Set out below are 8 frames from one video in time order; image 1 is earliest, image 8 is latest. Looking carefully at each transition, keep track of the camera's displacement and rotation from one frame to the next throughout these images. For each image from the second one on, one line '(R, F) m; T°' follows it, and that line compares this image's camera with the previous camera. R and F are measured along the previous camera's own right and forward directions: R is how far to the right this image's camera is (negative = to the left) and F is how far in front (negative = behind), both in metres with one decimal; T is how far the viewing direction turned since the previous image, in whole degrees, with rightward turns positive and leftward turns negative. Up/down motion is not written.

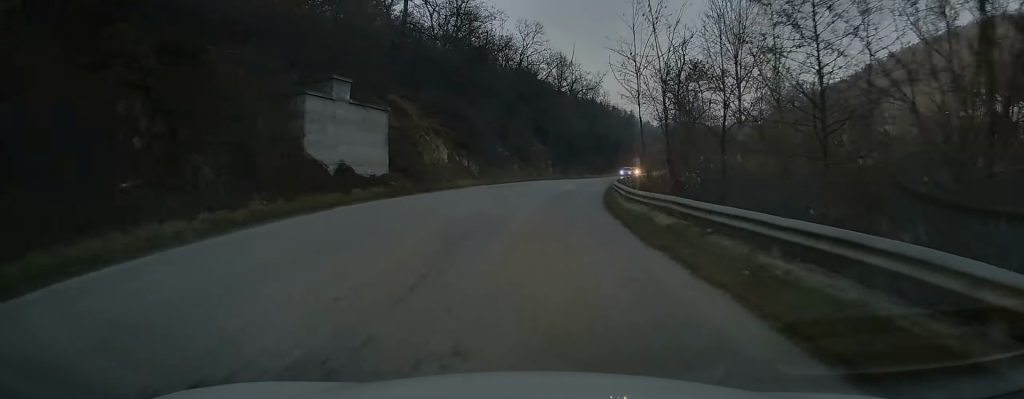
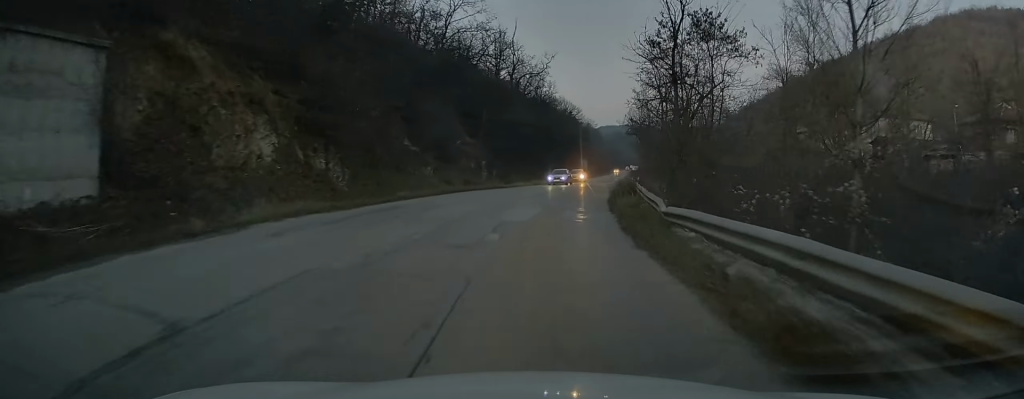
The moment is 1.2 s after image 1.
(+0.9, +21.9) m; +5°
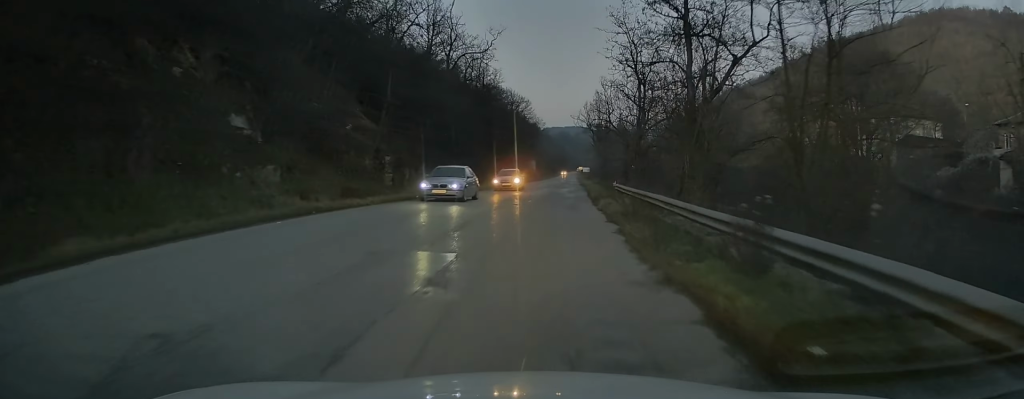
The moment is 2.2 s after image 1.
(+0.5, +17.0) m; +3°
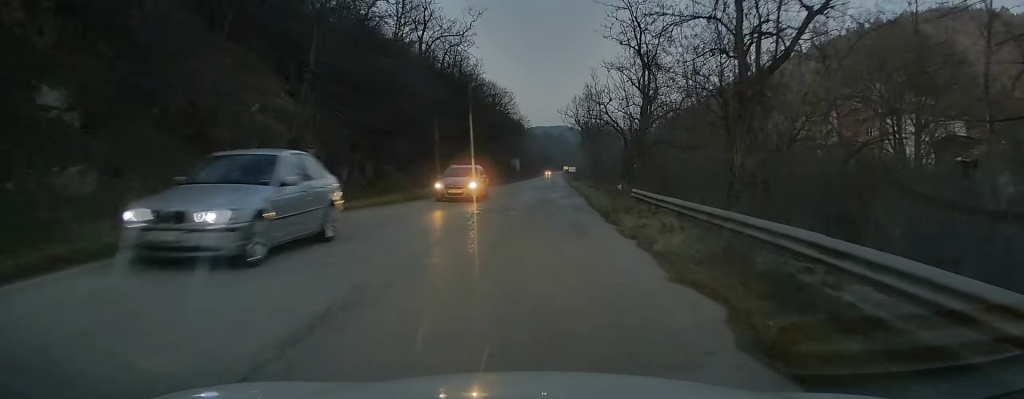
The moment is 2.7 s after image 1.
(+0.1, +9.1) m; +1°
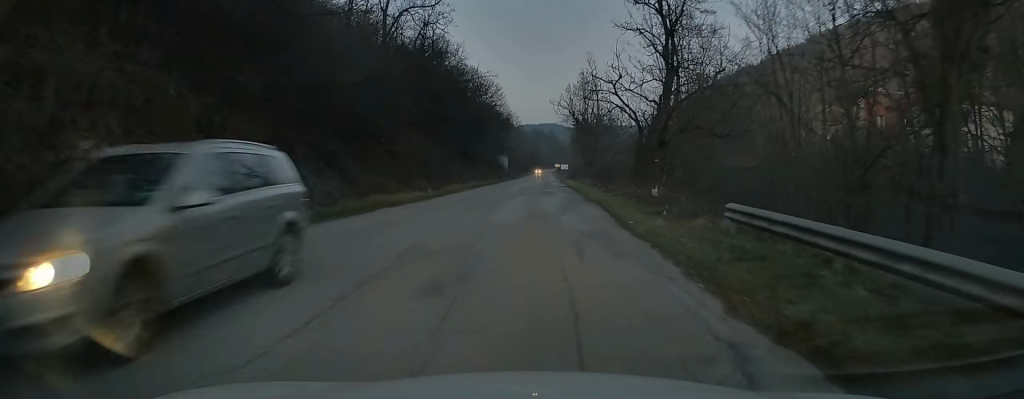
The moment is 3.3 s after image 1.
(+0.2, +11.6) m; +1°
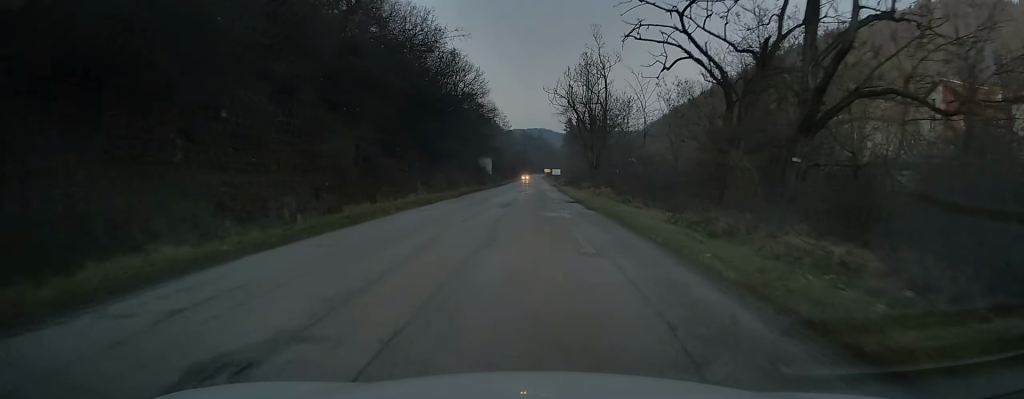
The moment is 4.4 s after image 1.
(+0.2, +20.2) m; +1°
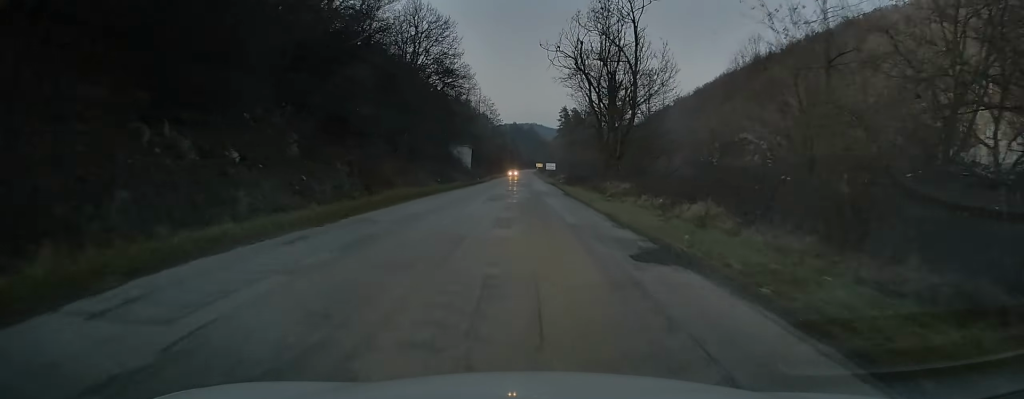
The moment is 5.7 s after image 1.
(+0.1, +24.0) m; +1°
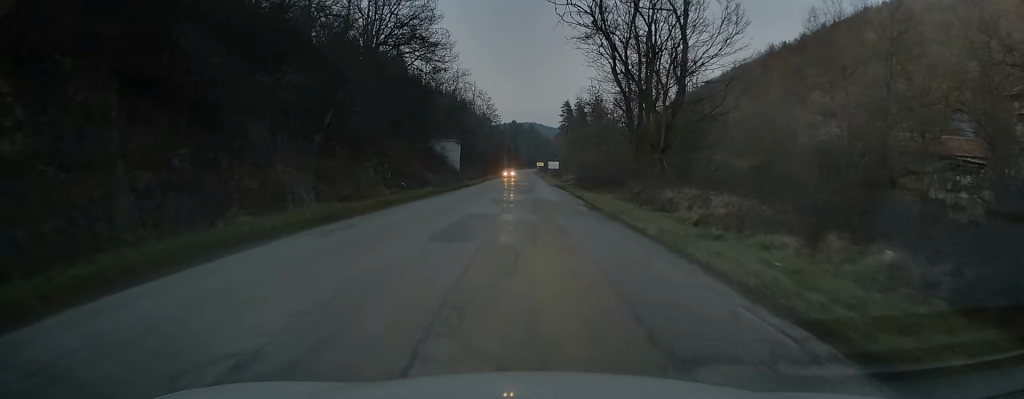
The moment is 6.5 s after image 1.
(+0.1, +14.8) m; 0°
